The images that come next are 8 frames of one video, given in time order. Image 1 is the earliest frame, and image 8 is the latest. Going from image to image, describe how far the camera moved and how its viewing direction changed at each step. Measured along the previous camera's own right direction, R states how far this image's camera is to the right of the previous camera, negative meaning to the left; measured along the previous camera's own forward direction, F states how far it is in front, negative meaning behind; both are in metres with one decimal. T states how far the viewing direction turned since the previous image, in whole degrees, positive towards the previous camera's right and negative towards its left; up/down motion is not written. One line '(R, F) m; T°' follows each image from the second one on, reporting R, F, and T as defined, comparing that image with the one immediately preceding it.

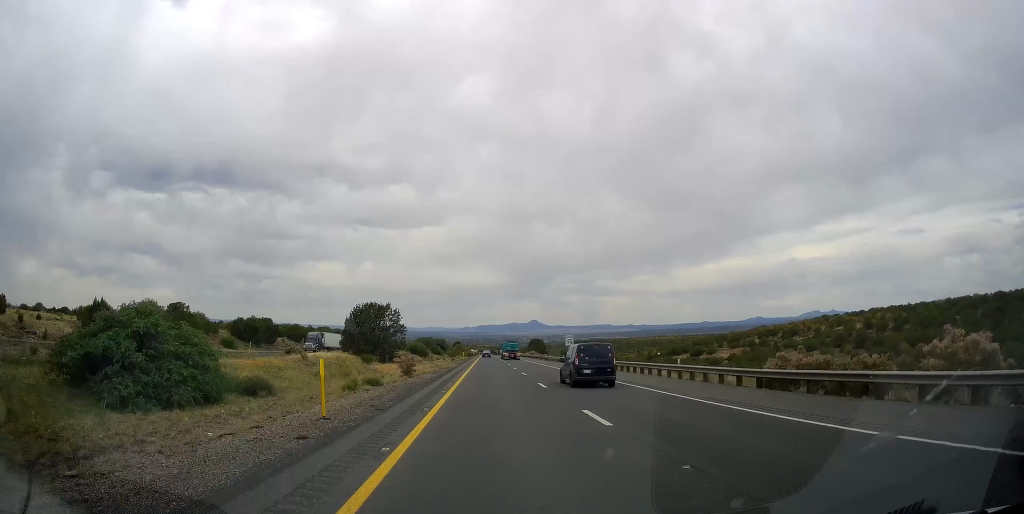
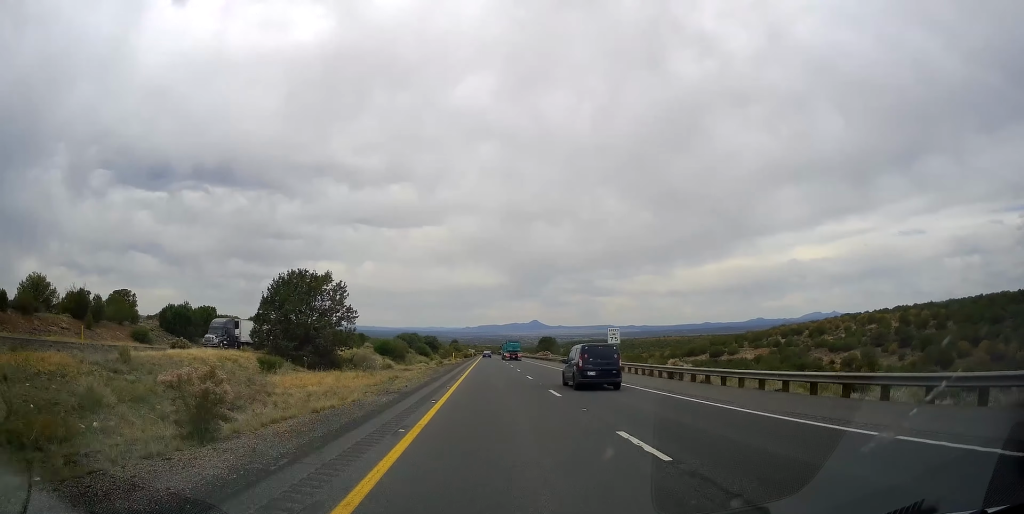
(0.0, +28.7) m; 0°
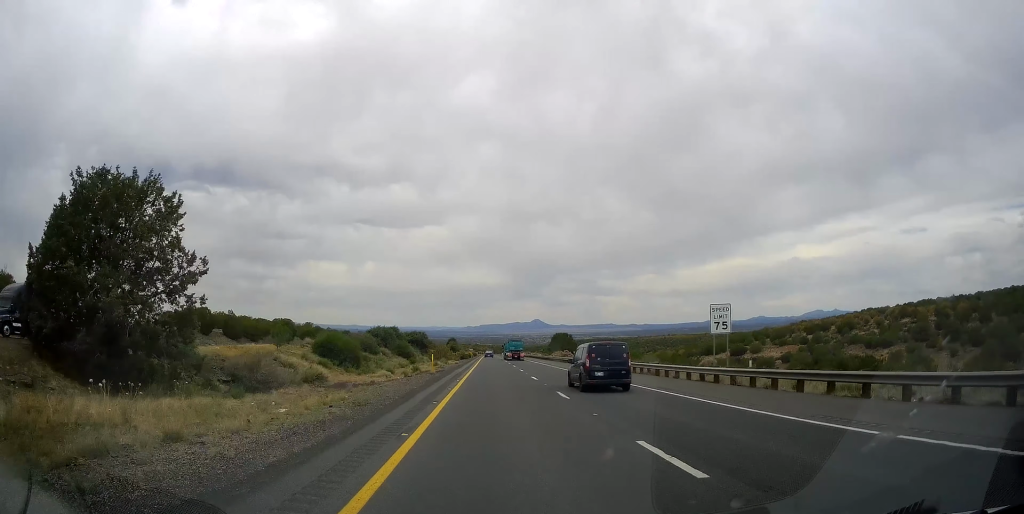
(-0.1, +25.5) m; 0°
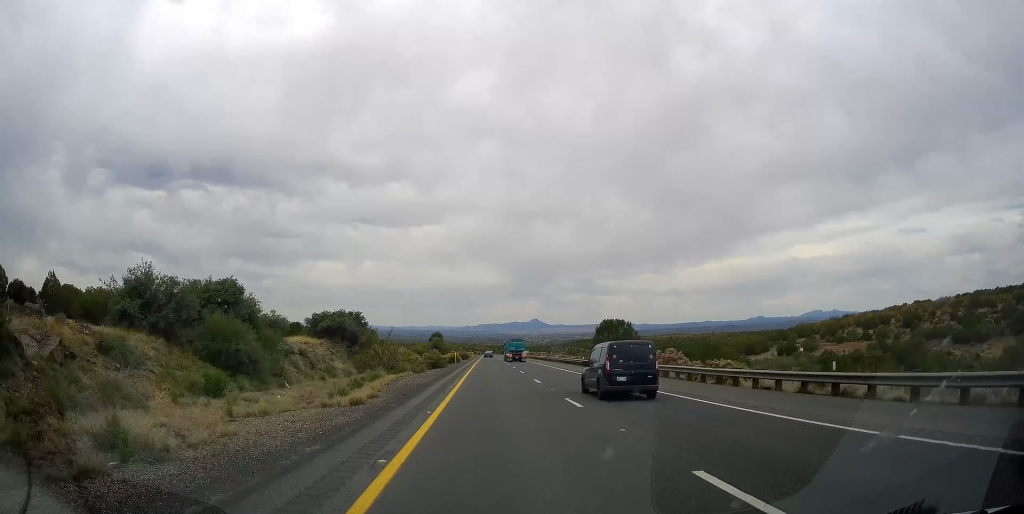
(+0.6, +51.2) m; +1°
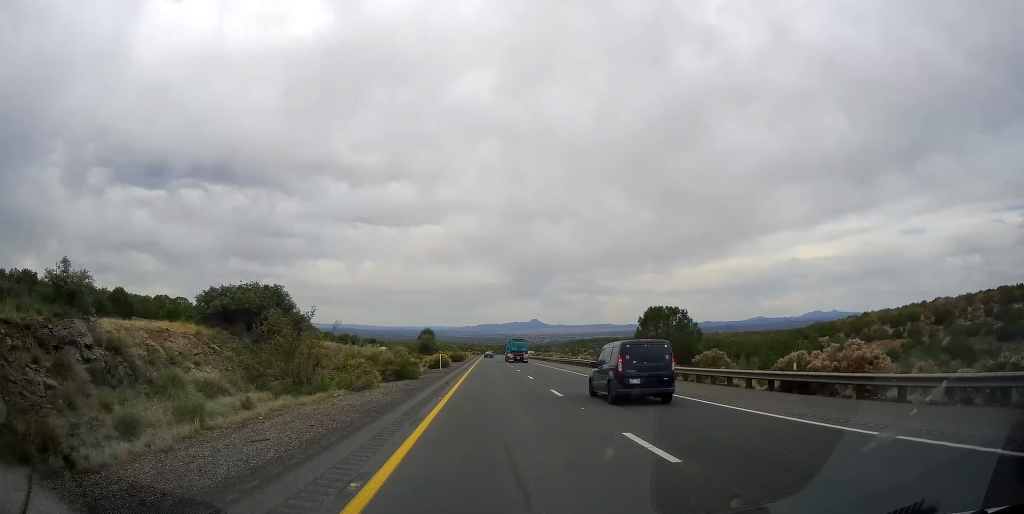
(-0.1, +20.2) m; 0°
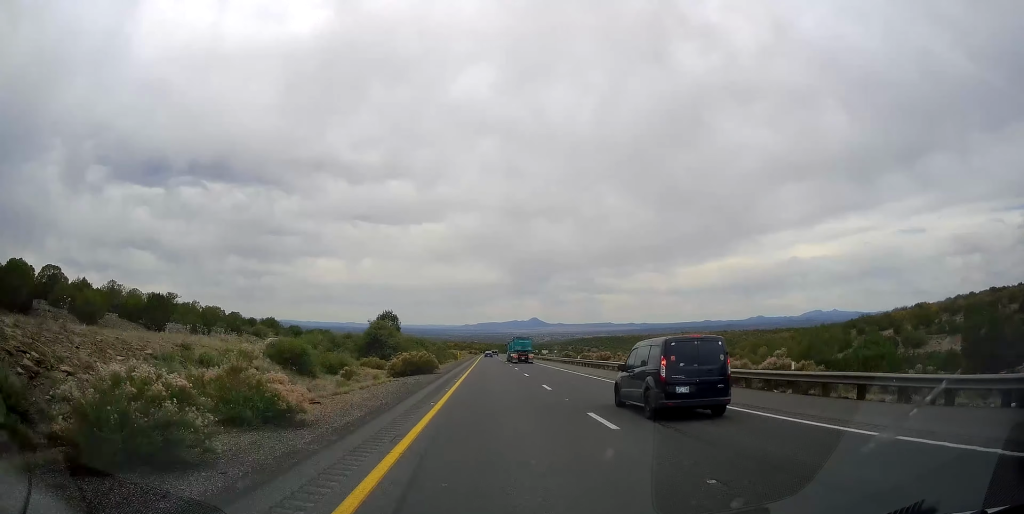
(0.0, +45.1) m; 0°
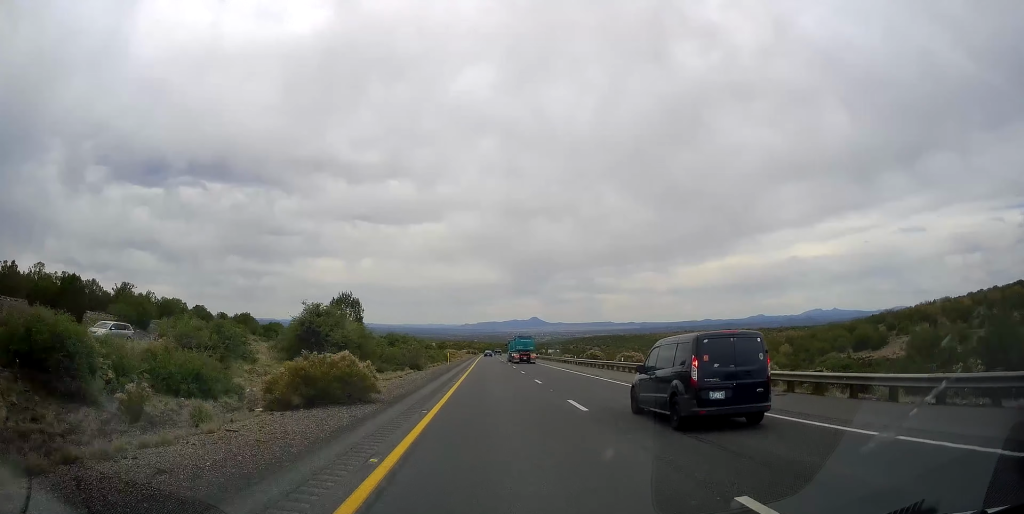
(0.0, +20.5) m; 0°
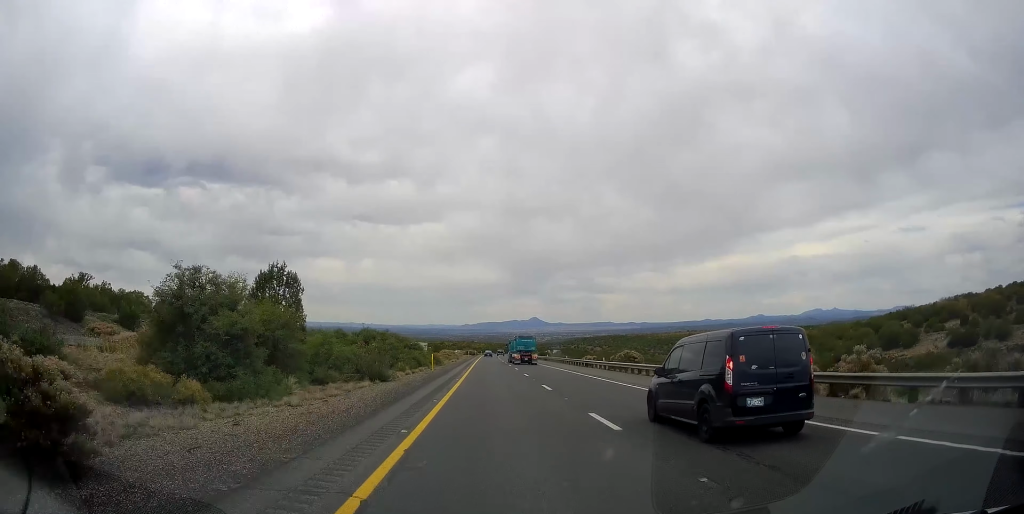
(-0.4, +16.0) m; 0°
